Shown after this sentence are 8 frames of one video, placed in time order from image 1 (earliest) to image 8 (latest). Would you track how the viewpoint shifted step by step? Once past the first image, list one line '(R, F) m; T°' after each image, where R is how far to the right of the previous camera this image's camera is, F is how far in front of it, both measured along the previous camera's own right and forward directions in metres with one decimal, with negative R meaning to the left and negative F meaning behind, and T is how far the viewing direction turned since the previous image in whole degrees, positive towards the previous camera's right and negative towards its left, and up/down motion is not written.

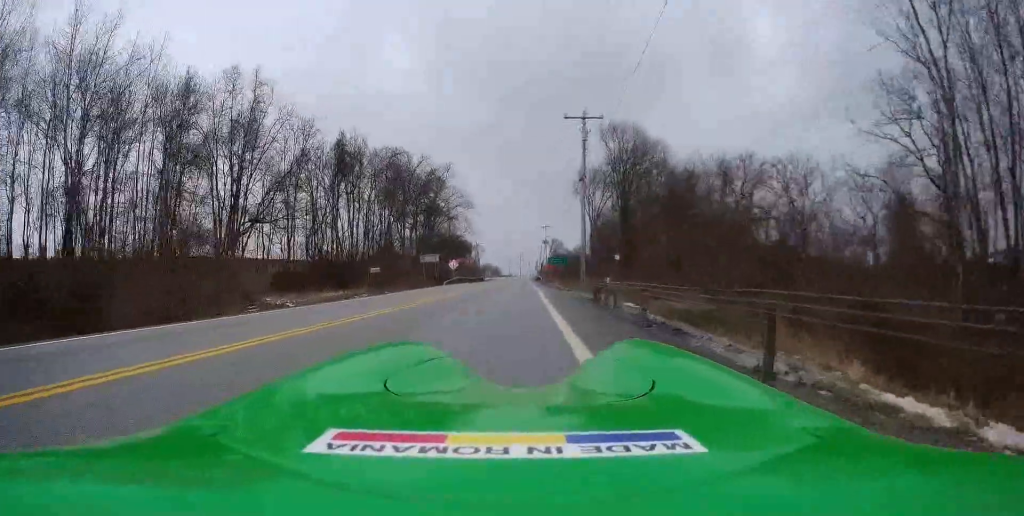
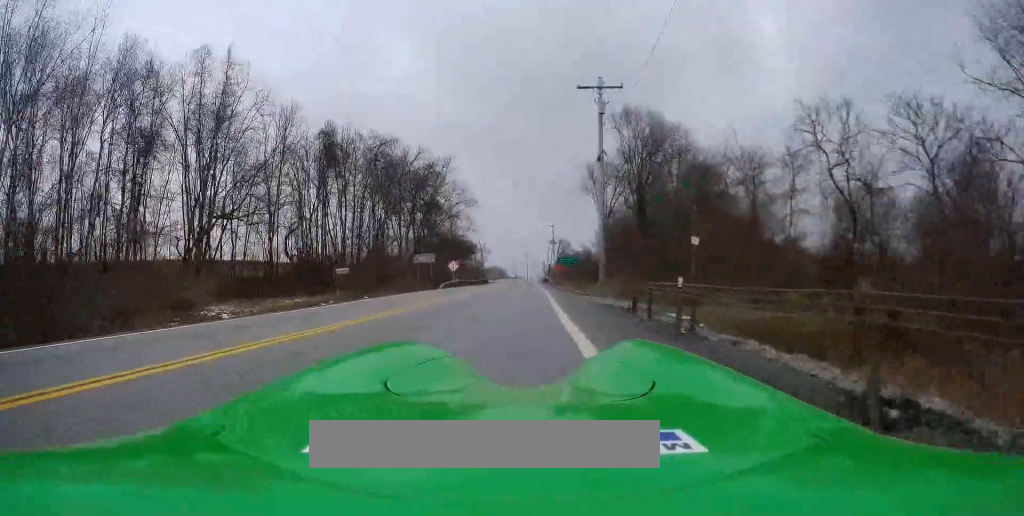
(0.0, +6.1) m; +2°
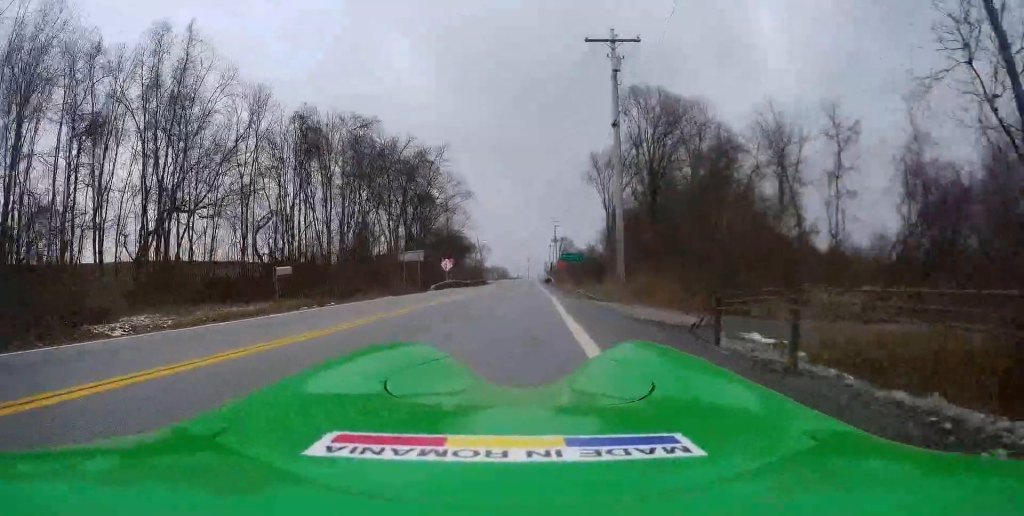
(0.0, +5.6) m; +2°
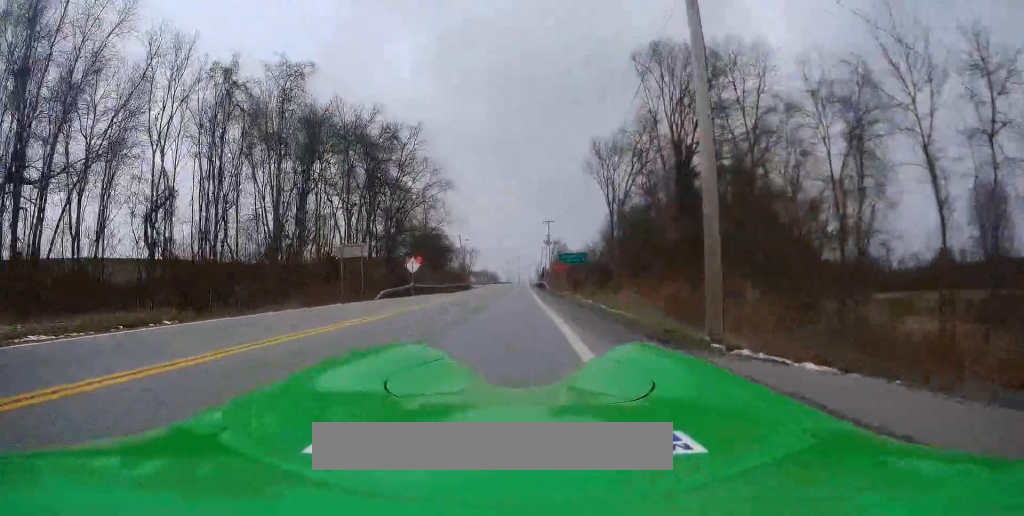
(+0.1, +11.8) m; -2°
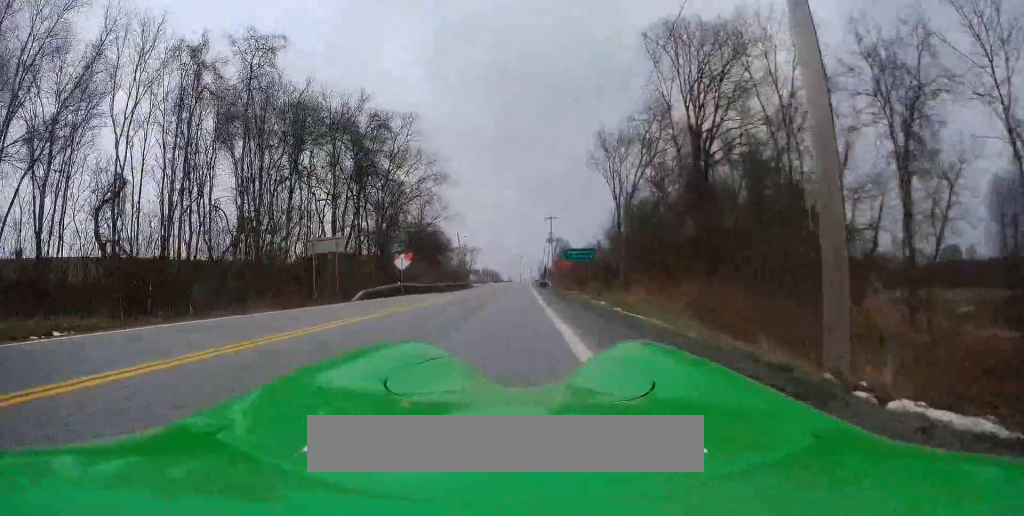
(-0.1, +4.0) m; -2°
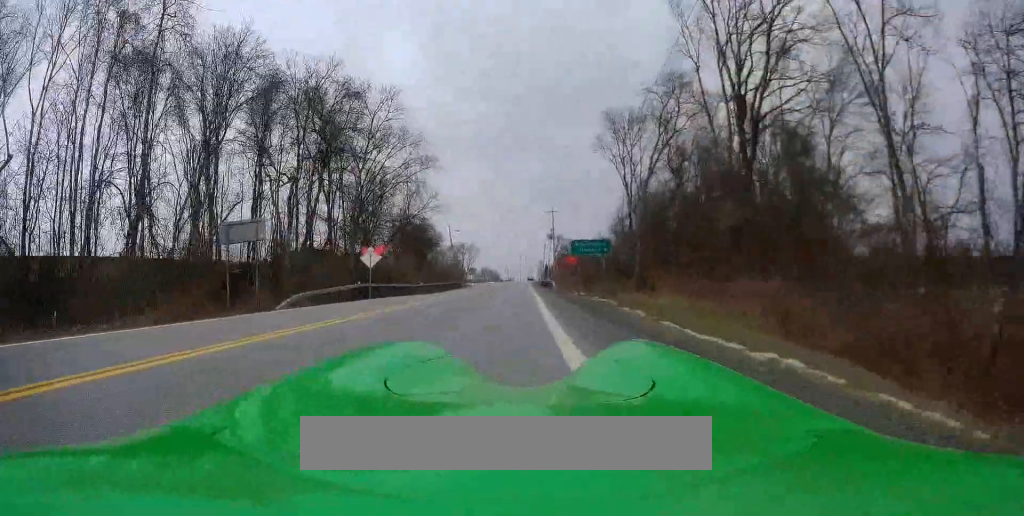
(-0.1, +7.2) m; -1°
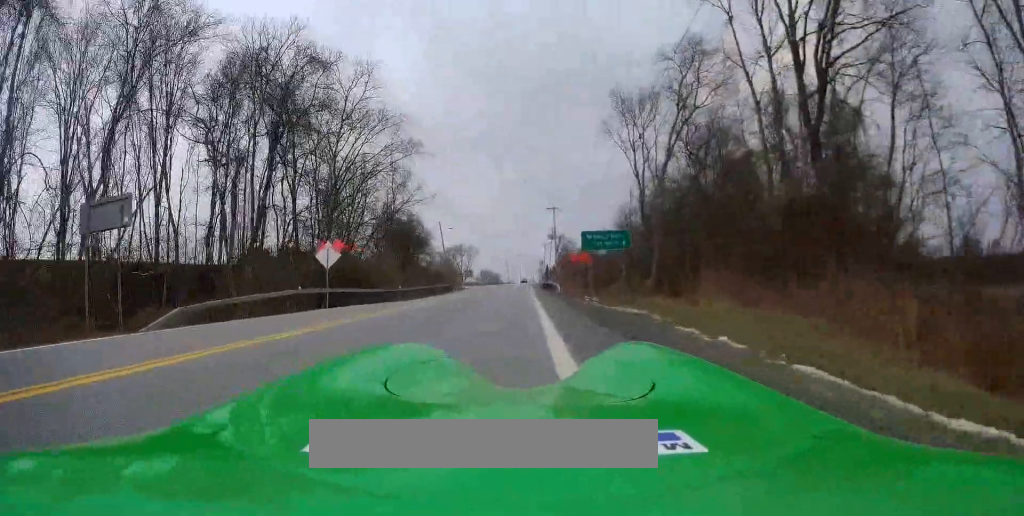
(0.0, +6.7) m; +3°
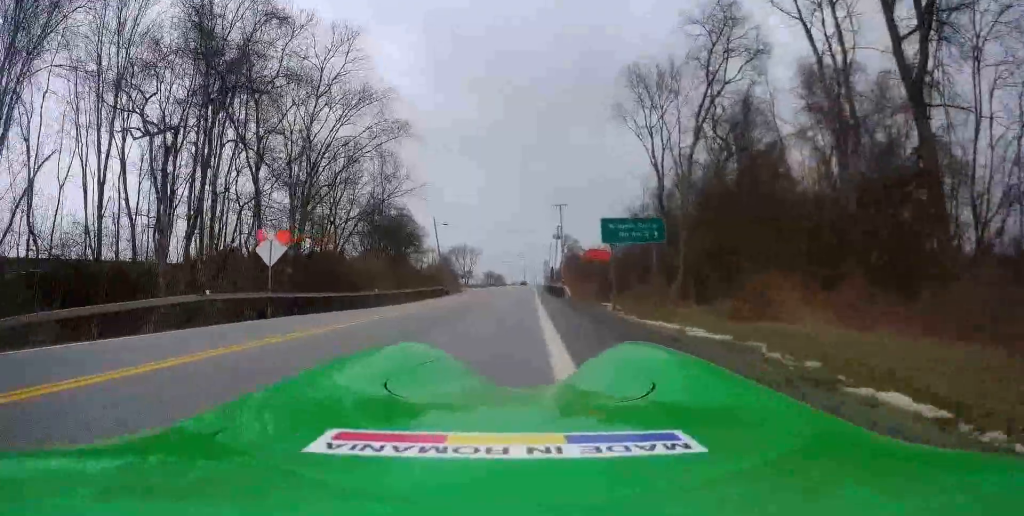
(+0.3, +6.6) m; +2°
